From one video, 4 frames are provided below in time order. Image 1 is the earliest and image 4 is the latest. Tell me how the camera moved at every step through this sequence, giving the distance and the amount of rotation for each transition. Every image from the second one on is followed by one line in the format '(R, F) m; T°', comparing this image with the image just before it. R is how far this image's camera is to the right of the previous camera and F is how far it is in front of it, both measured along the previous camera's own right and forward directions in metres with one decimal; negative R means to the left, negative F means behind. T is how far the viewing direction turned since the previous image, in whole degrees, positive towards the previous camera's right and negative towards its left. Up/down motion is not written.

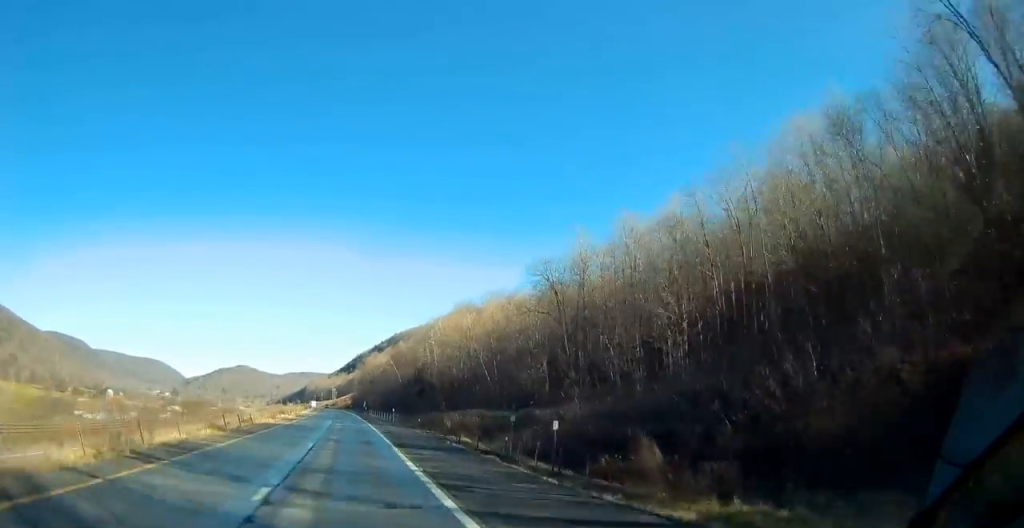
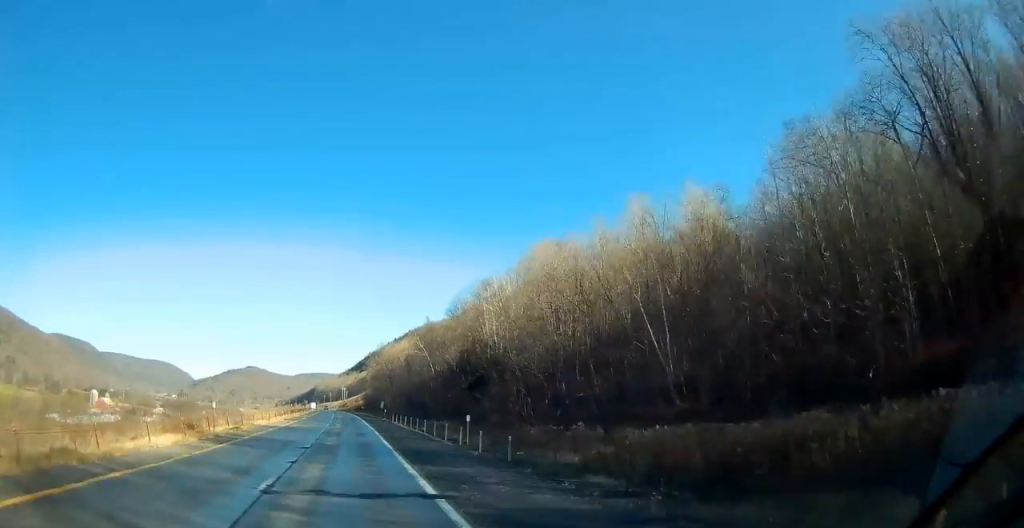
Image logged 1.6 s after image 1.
(-0.6, +47.6) m; -2°
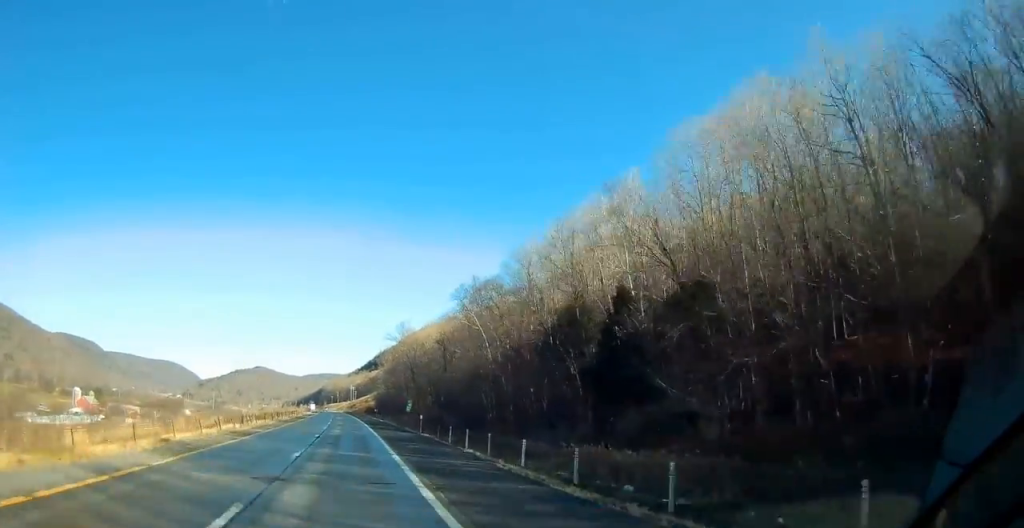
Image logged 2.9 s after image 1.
(-0.7, +40.9) m; -2°
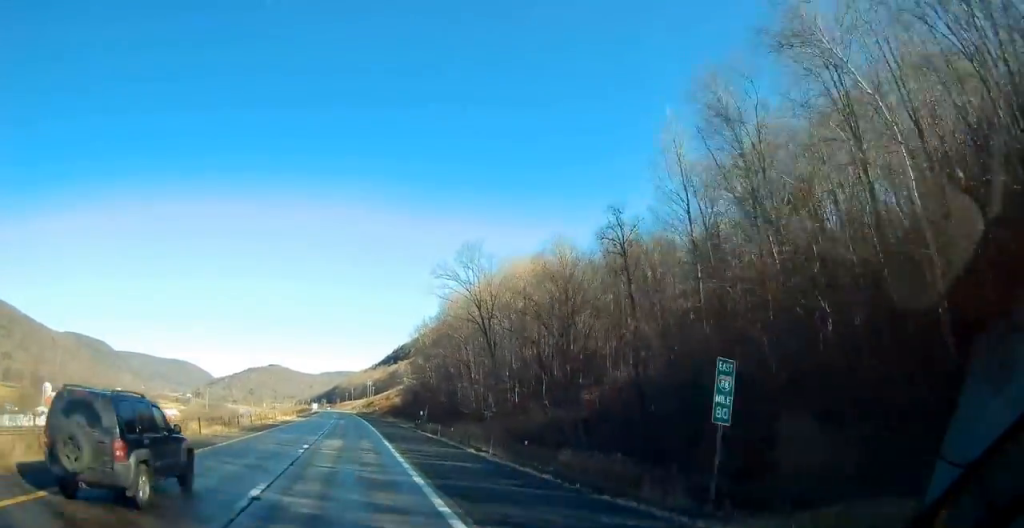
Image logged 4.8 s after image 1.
(-7.0, +58.8) m; -1°
